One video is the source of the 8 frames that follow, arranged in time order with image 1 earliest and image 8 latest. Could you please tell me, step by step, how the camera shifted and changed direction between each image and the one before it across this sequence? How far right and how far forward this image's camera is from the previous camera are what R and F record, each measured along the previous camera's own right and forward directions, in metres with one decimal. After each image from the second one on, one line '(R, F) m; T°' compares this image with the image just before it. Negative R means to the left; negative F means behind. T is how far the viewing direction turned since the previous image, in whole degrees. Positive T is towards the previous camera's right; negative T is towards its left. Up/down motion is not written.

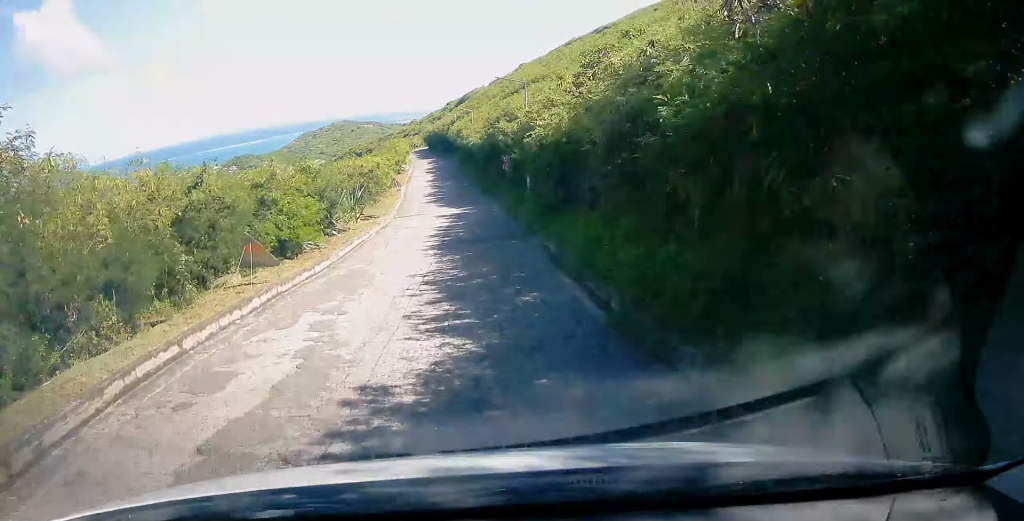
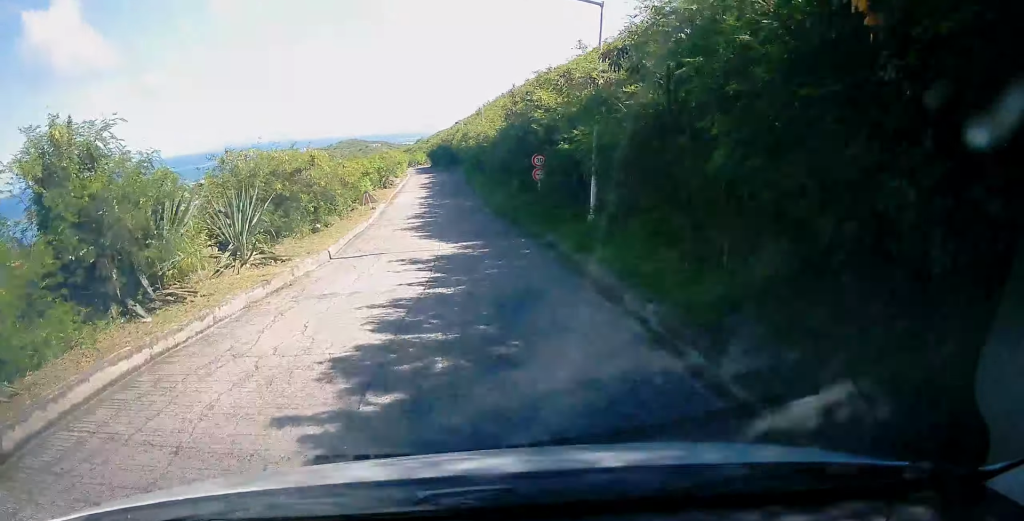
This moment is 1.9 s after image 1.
(0.0, +12.8) m; 0°
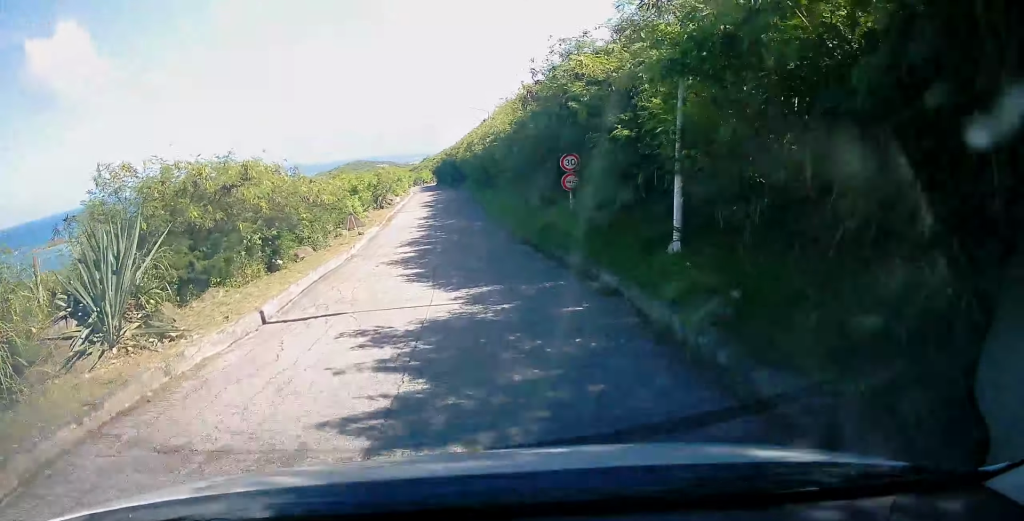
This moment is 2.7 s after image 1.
(0.0, +5.2) m; 0°
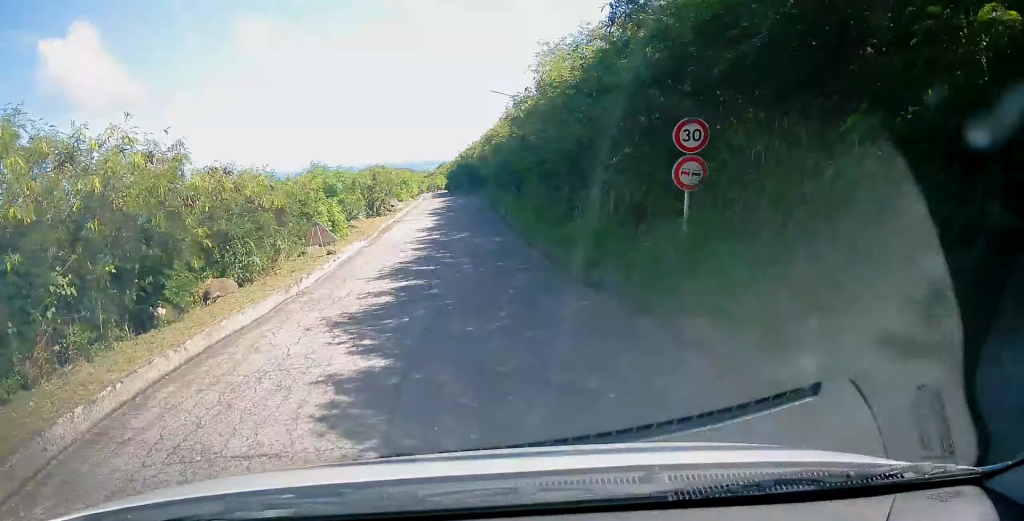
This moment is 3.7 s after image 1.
(-0.1, +7.1) m; 0°
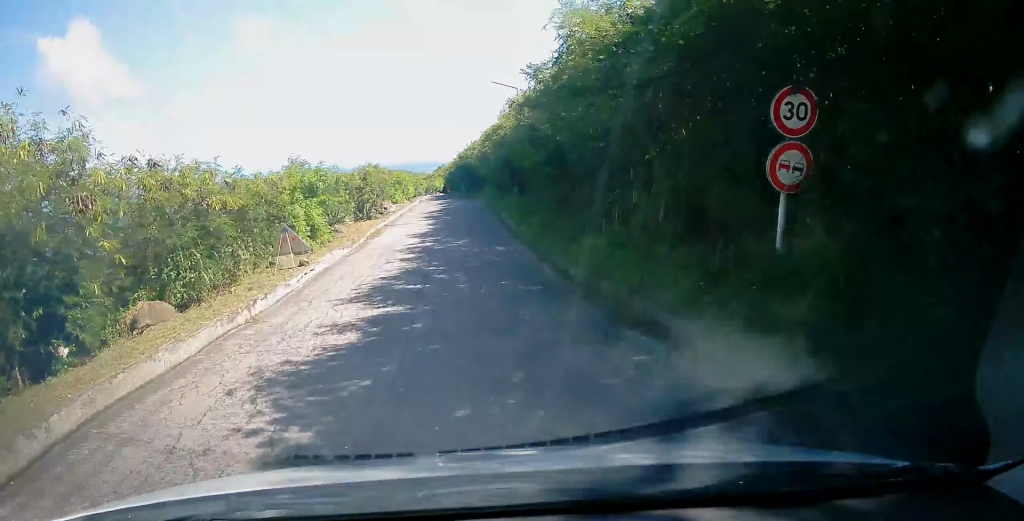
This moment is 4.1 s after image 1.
(+0.1, +2.6) m; 0°
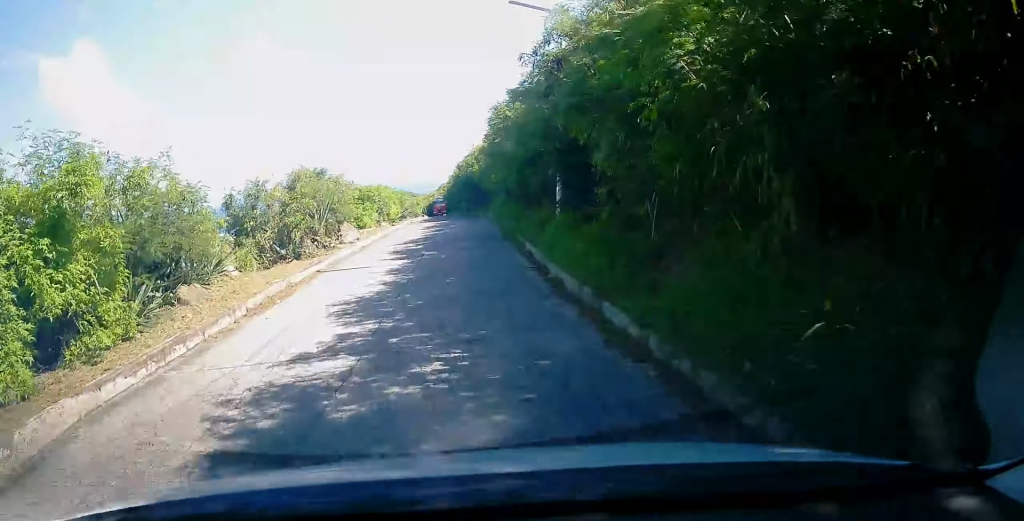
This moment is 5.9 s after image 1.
(-0.6, +11.9) m; -2°
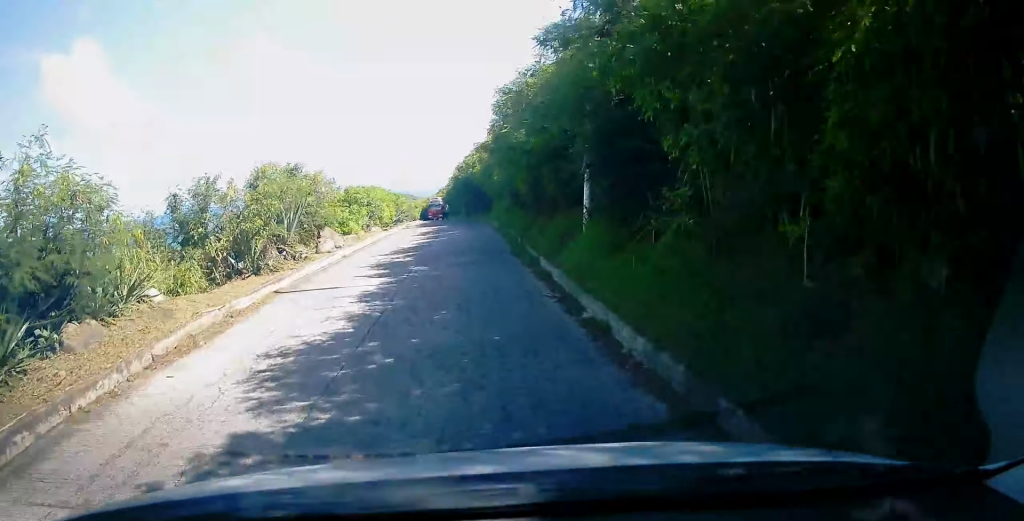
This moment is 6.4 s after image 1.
(-0.2, +3.2) m; +2°
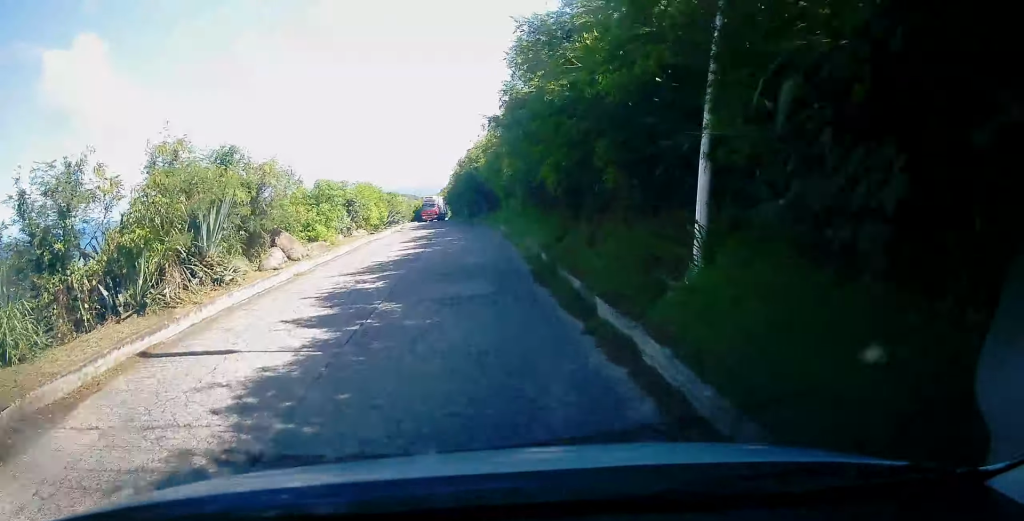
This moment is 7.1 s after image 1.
(+0.5, +5.1) m; 0°
